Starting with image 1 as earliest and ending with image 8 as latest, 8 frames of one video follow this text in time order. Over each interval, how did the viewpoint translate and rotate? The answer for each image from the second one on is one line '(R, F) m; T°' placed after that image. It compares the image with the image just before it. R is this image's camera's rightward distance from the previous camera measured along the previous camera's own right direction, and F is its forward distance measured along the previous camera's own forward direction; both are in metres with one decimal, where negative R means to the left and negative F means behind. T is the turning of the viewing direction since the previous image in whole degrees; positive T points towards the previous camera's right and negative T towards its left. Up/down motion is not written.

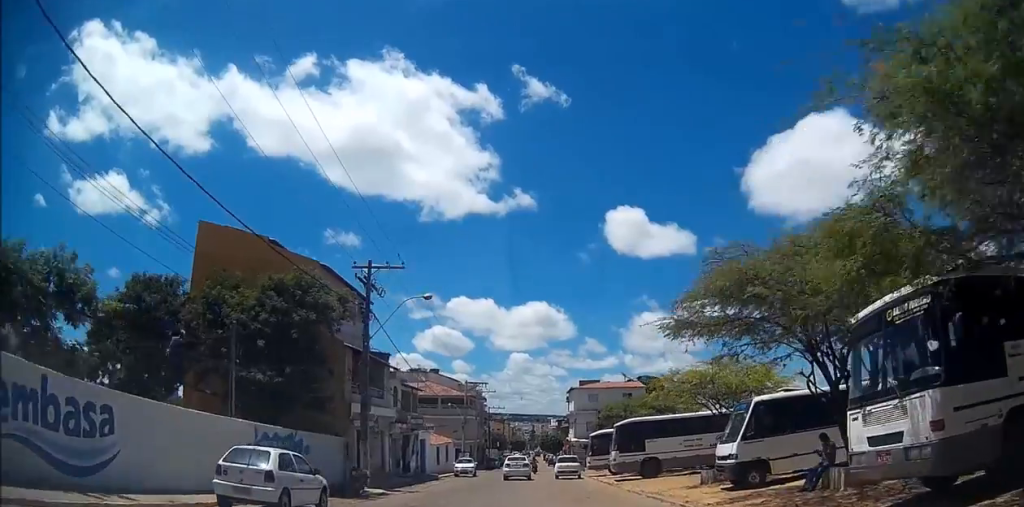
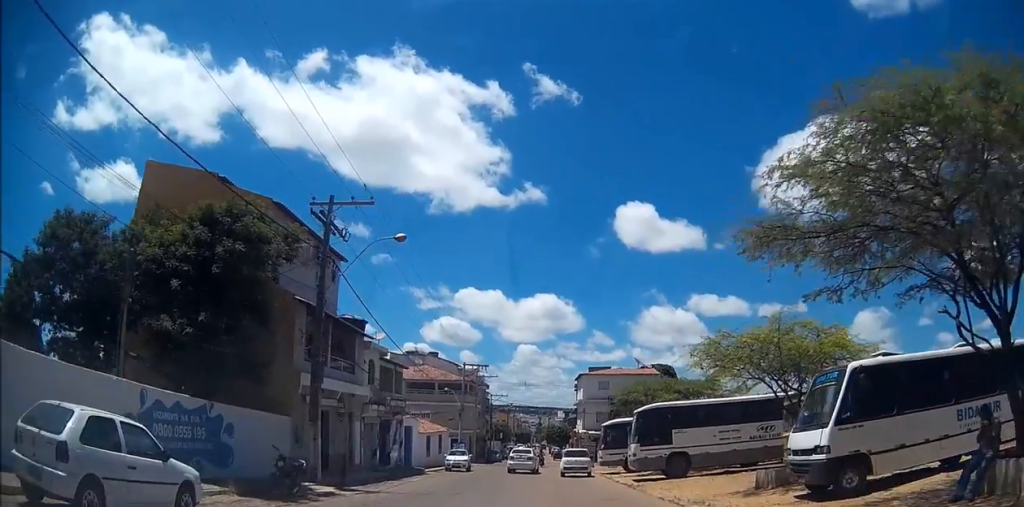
(0.0, +6.6) m; 0°
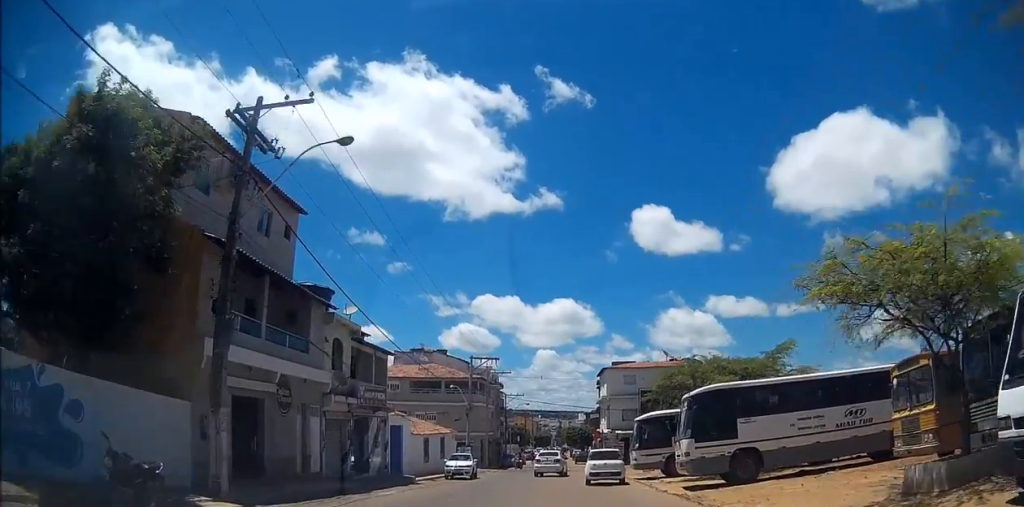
(0.0, +7.7) m; 0°
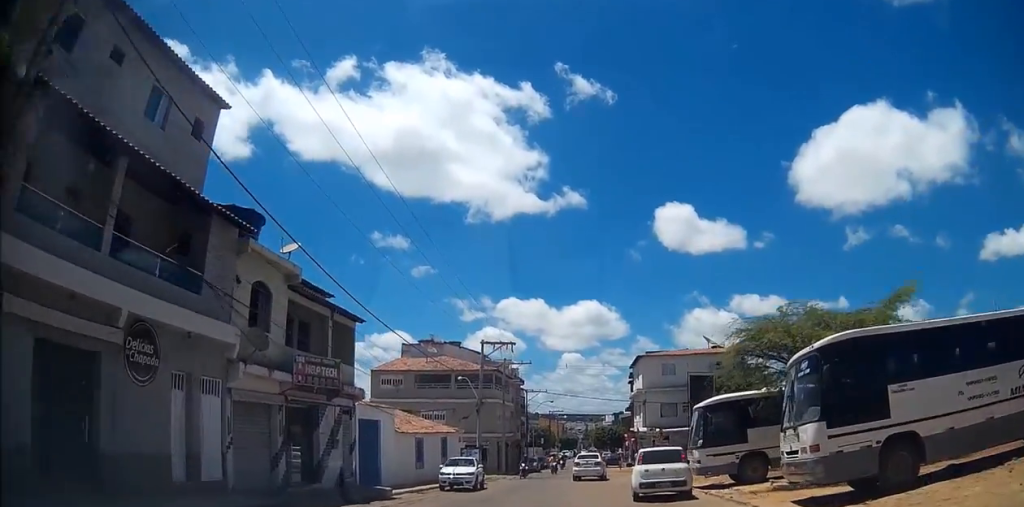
(-0.1, +9.0) m; -3°
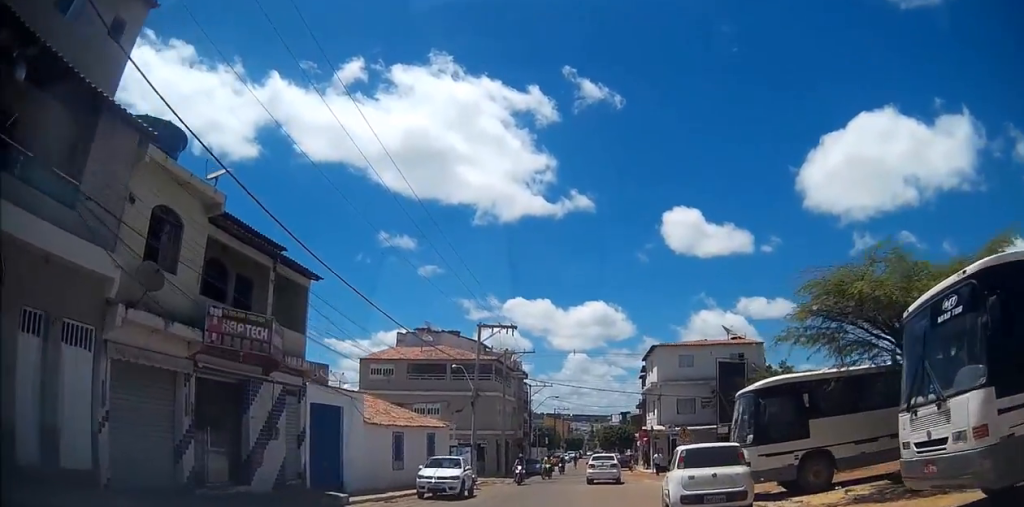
(-0.2, +5.4) m; -2°
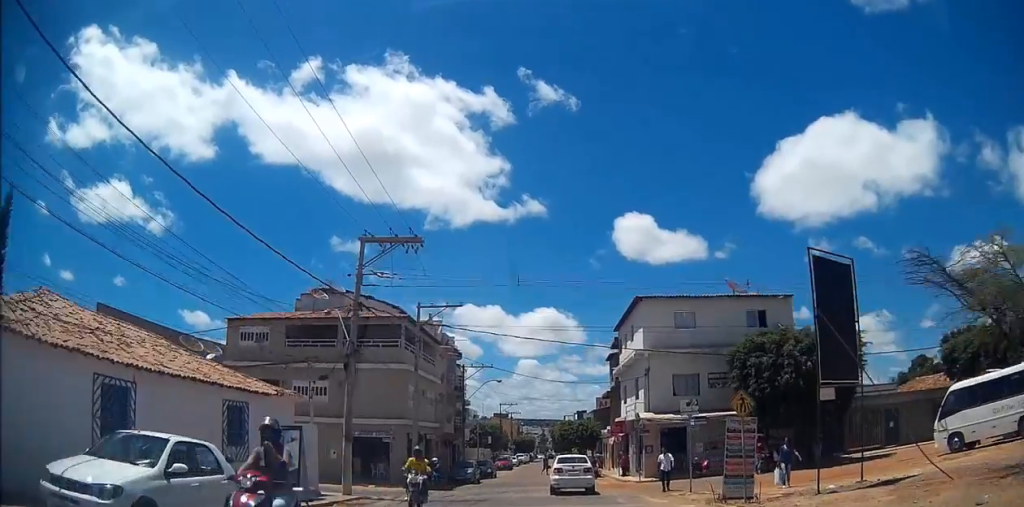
(-0.3, +15.7) m; +1°
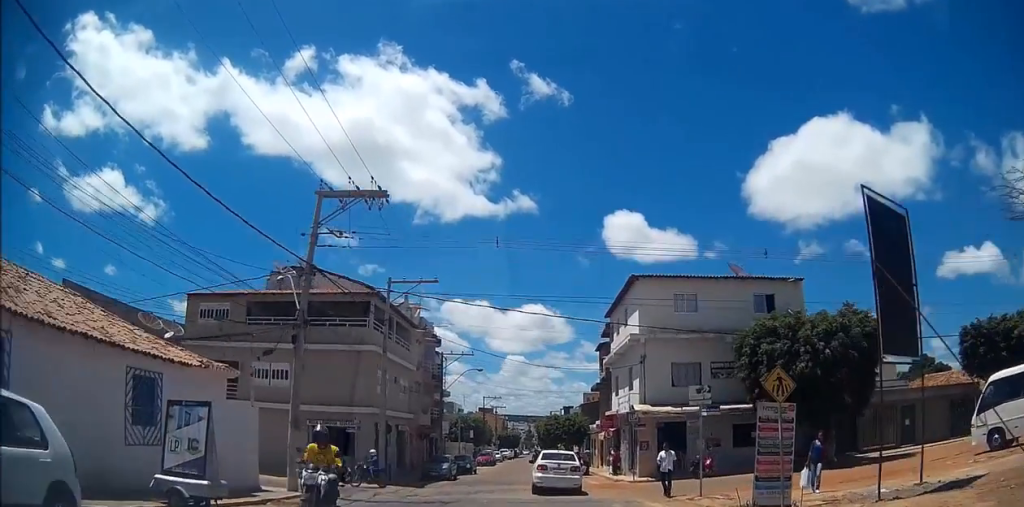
(+0.2, +3.4) m; +2°
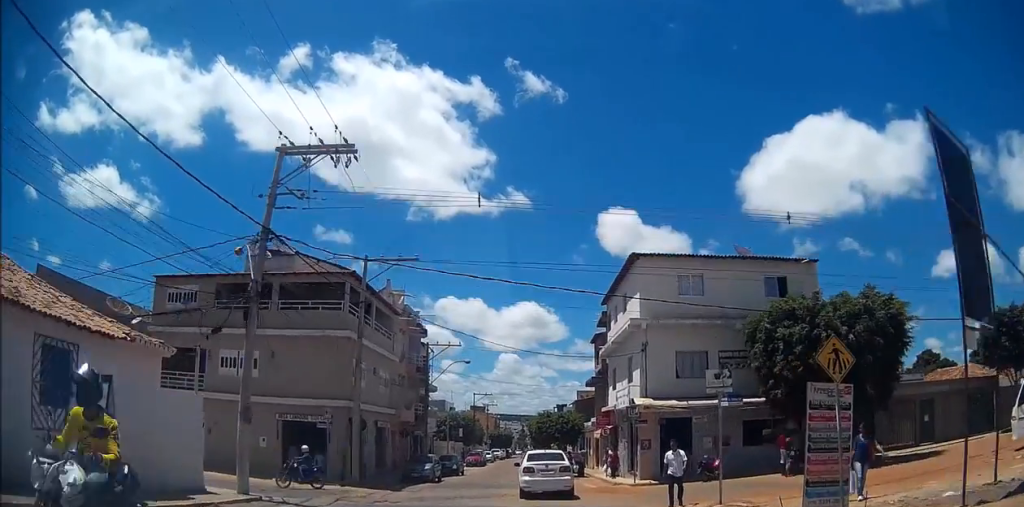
(+0.1, +3.4) m; +2°
